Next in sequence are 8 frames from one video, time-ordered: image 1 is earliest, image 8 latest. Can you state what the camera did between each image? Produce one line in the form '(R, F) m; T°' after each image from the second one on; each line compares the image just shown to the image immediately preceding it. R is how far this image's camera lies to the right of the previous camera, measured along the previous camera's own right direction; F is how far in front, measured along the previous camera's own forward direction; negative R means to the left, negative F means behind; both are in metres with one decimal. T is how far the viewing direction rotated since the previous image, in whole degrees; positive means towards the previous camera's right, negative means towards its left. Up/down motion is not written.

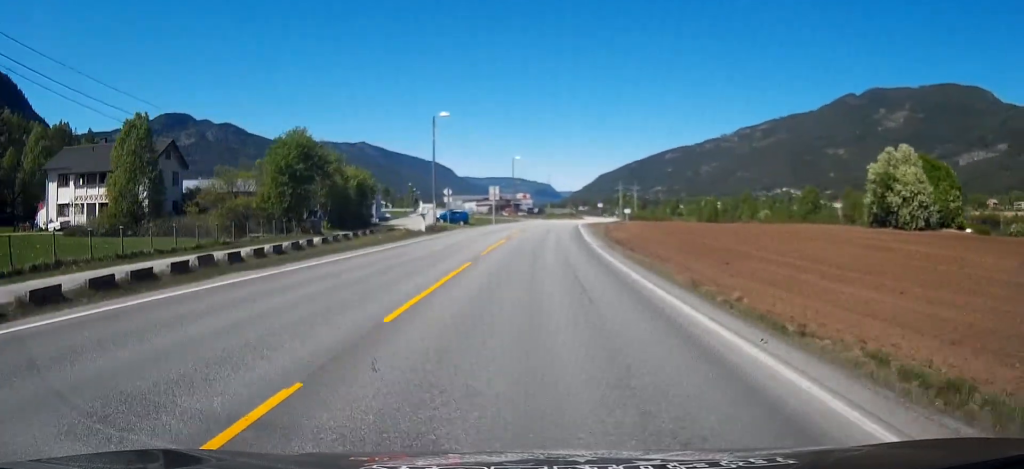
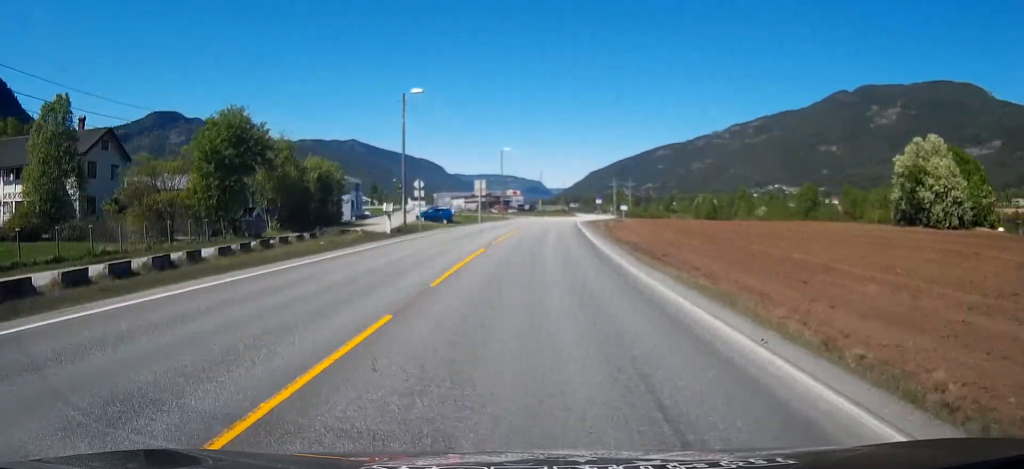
(-0.1, +8.9) m; +1°
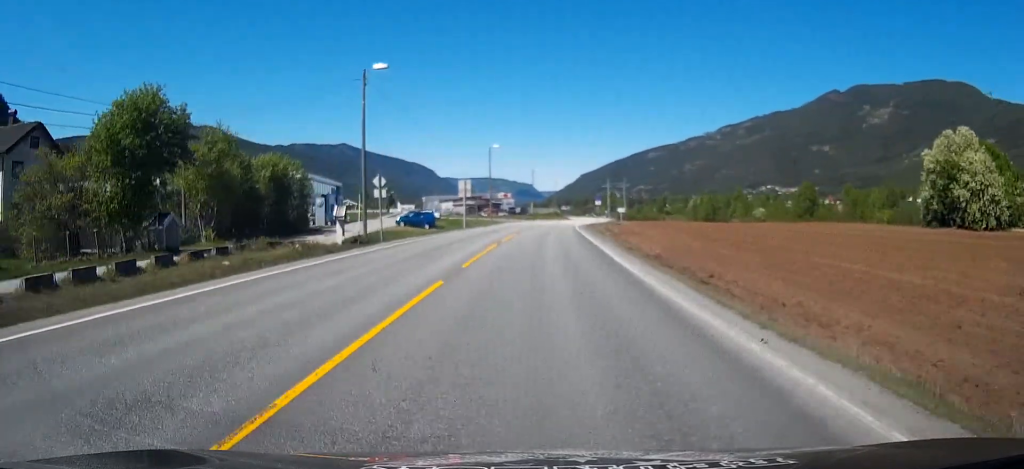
(+0.1, +8.1) m; +1°
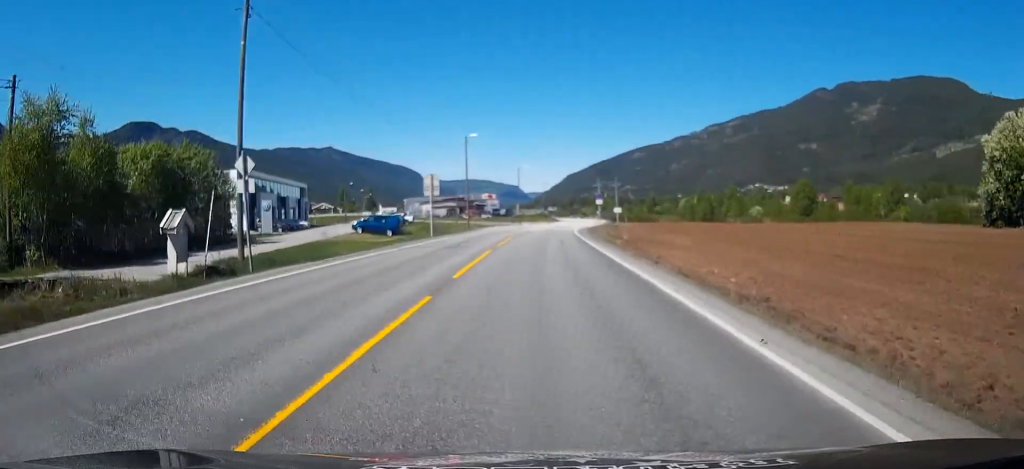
(+0.1, +13.5) m; +1°
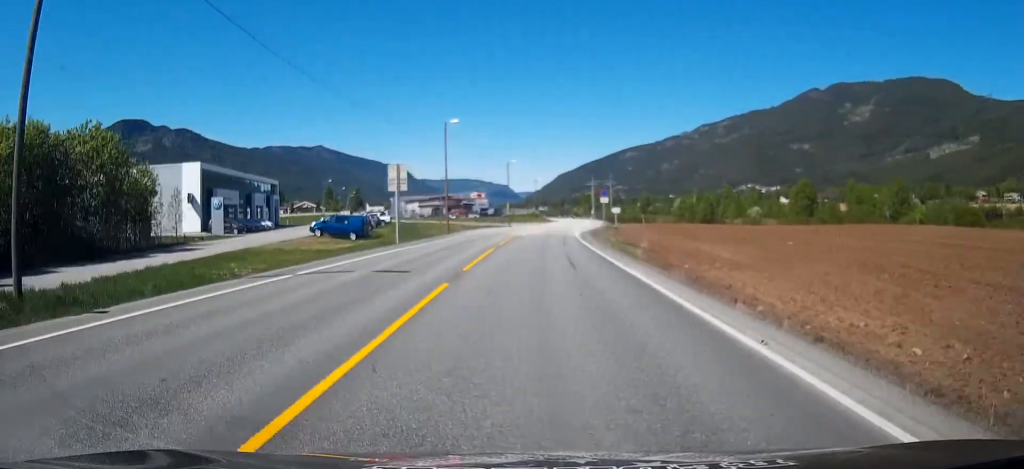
(+0.1, +10.0) m; +1°
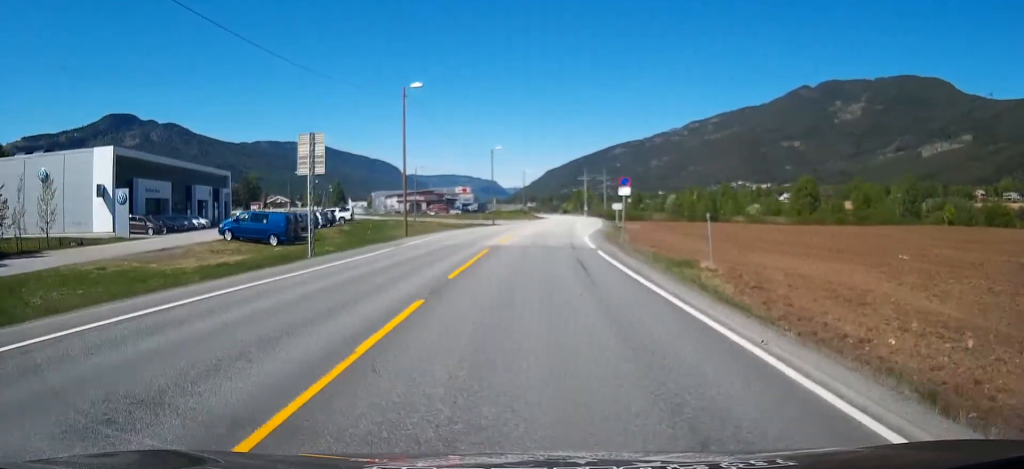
(+0.2, +15.0) m; +1°
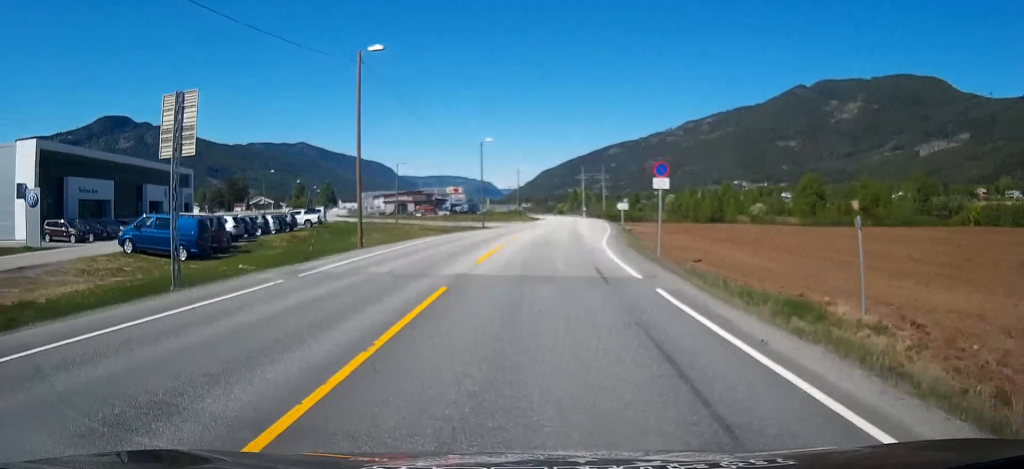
(+0.1, +10.7) m; +1°
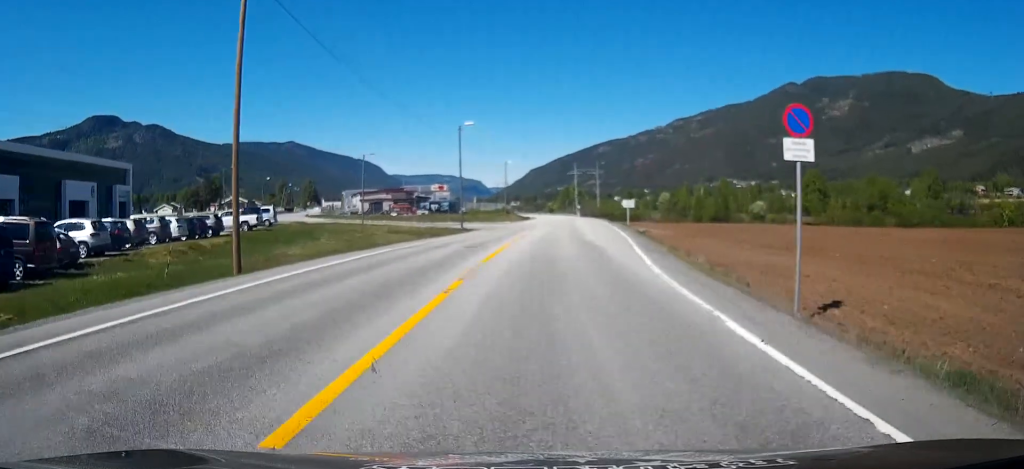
(+0.3, +12.8) m; +2°
